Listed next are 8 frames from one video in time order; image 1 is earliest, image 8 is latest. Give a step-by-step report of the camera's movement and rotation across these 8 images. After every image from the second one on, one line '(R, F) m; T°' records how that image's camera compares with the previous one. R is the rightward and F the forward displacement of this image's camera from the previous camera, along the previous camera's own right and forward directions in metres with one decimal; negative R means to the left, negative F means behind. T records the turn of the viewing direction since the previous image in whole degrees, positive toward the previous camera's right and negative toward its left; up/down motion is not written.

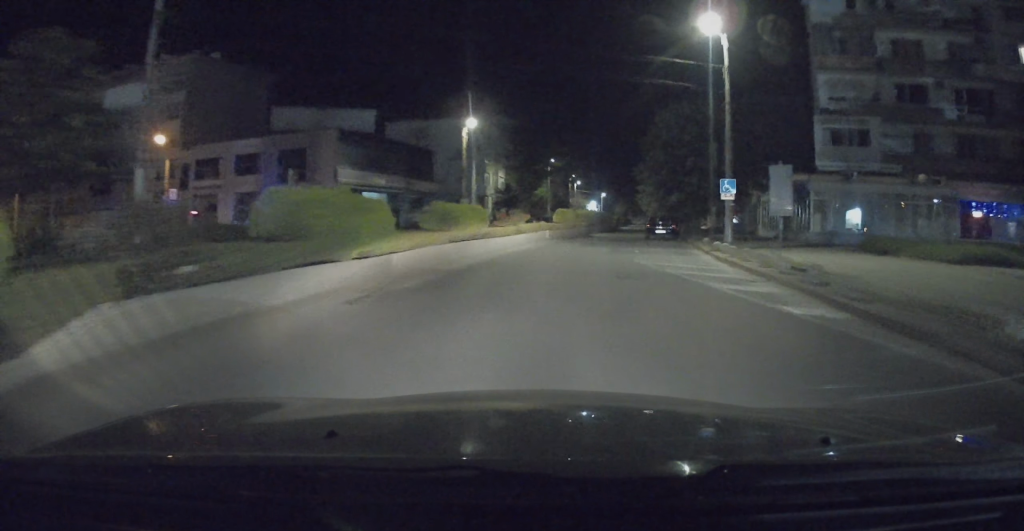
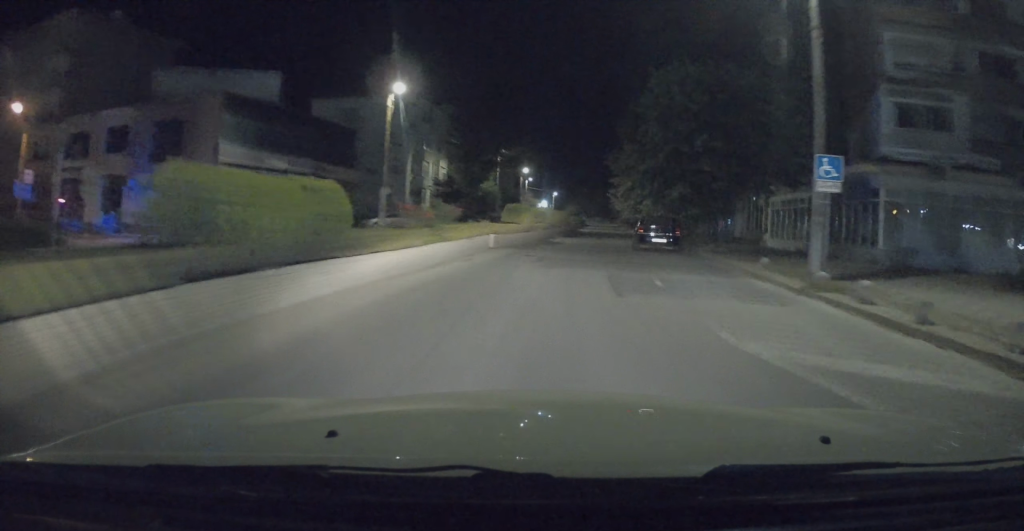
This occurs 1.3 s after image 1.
(+0.4, +11.4) m; +5°
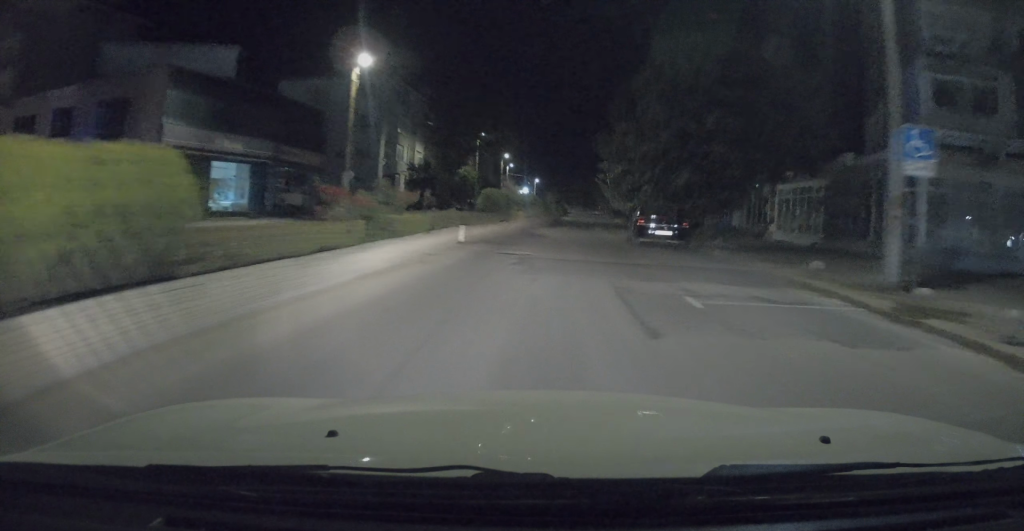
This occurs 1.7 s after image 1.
(-0.2, +3.9) m; +3°
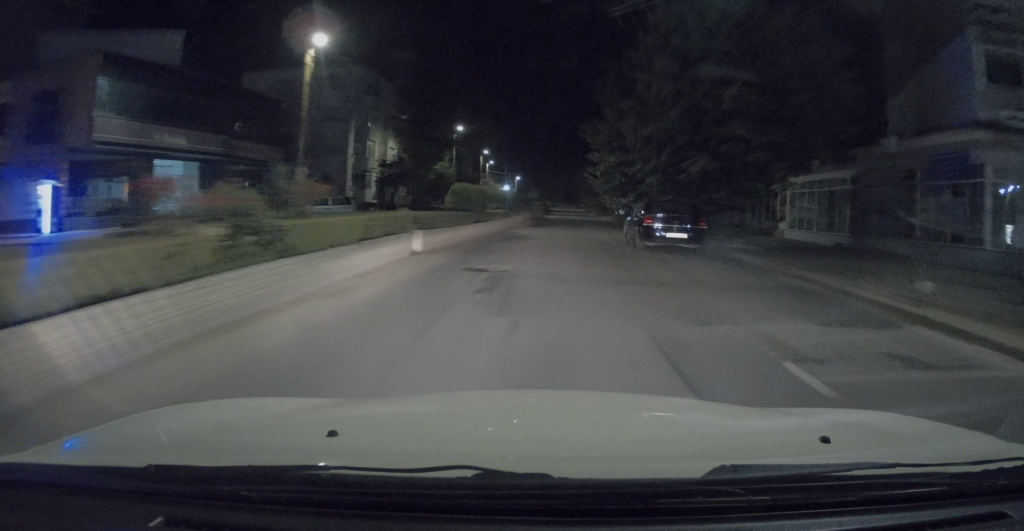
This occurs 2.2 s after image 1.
(+0.3, +4.2) m; +2°
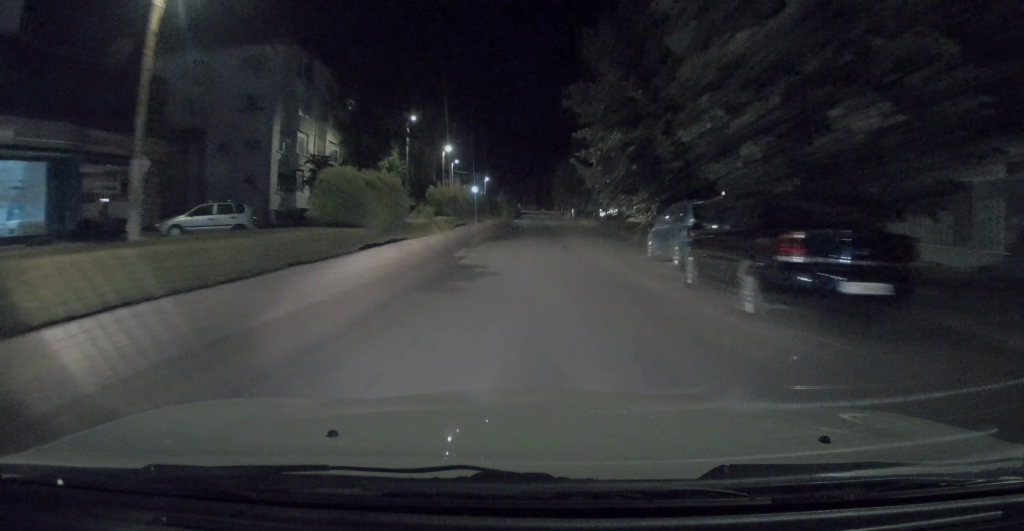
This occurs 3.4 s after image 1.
(+0.4, +10.7) m; +2°
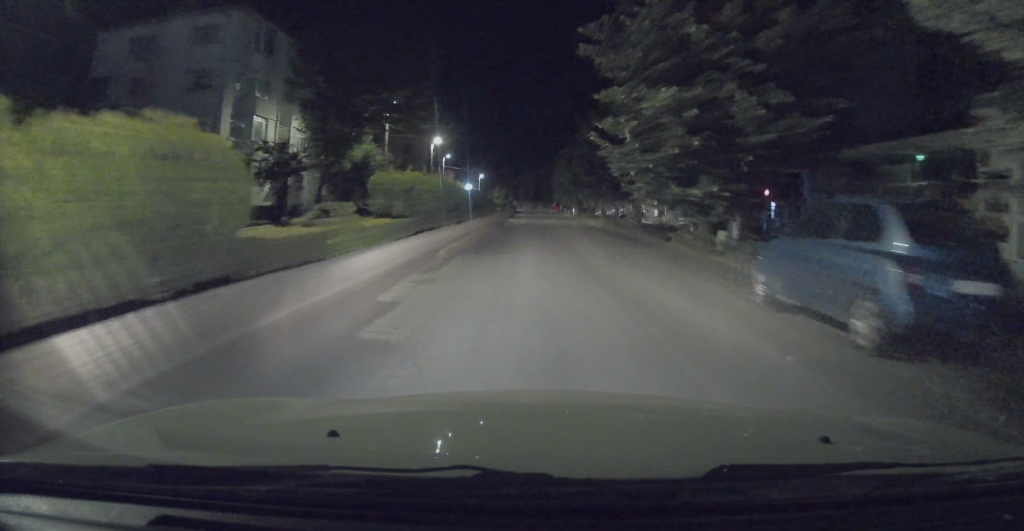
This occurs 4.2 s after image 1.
(0.0, +7.5) m; 0°
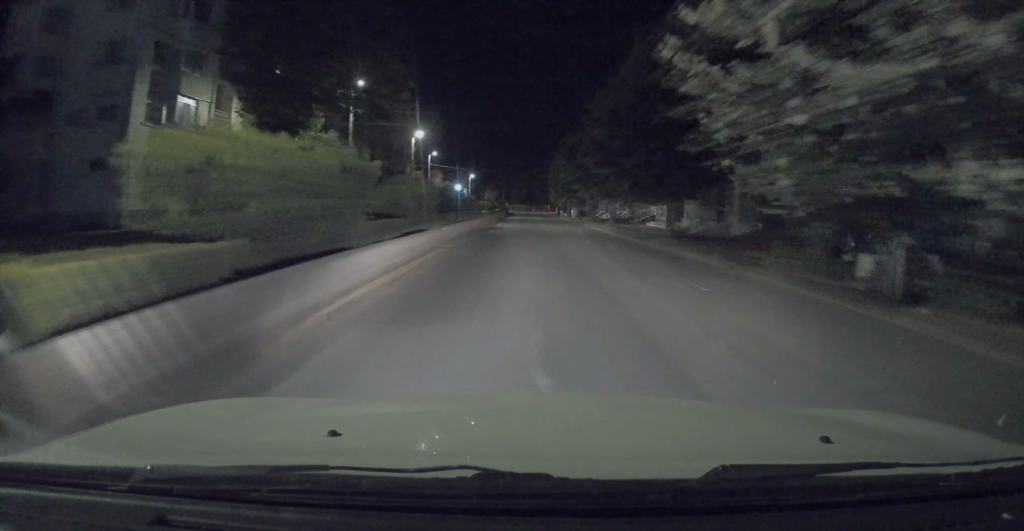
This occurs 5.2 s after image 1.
(+0.1, +8.5) m; 0°
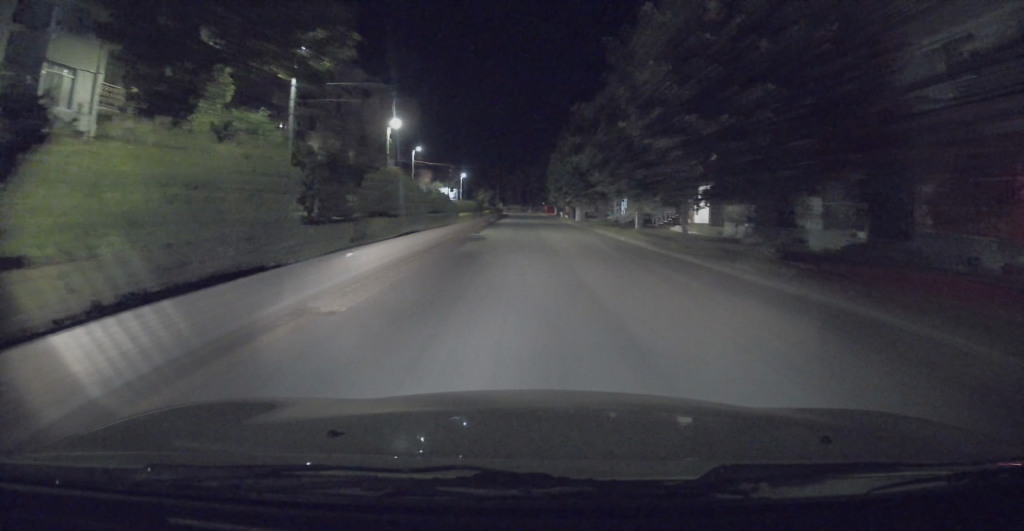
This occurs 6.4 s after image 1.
(0.0, +9.8) m; +1°
